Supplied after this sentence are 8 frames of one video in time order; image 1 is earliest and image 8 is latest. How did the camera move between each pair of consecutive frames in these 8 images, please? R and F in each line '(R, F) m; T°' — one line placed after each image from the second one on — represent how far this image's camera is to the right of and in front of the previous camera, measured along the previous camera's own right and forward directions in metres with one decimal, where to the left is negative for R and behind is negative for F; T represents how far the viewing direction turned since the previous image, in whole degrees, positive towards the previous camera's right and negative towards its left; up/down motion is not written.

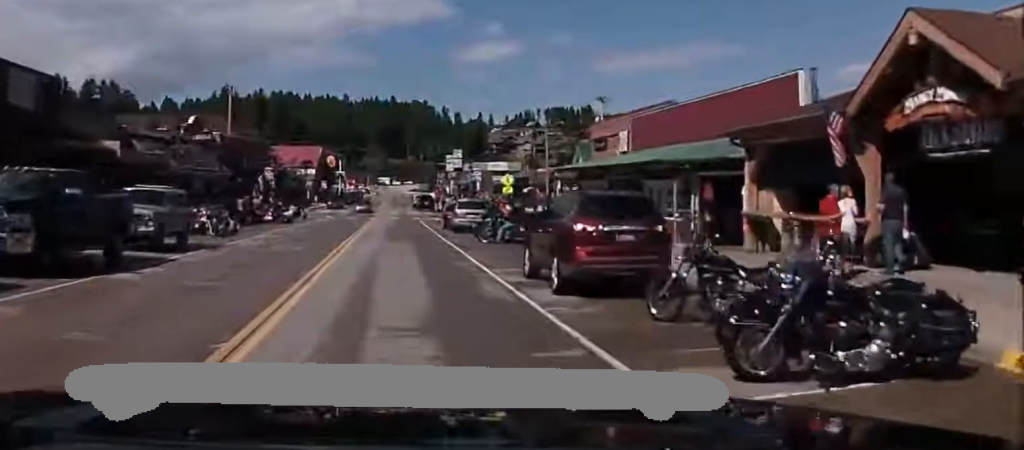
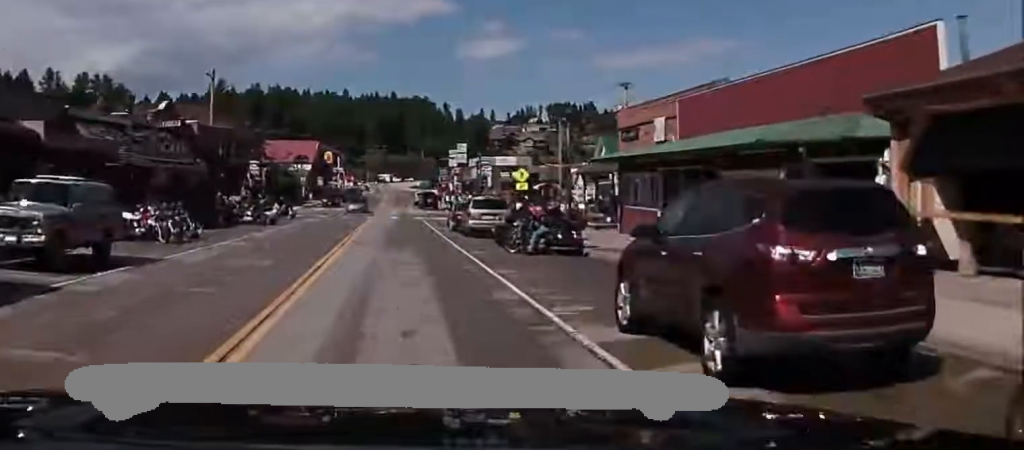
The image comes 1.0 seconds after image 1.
(0.0, +6.8) m; 0°
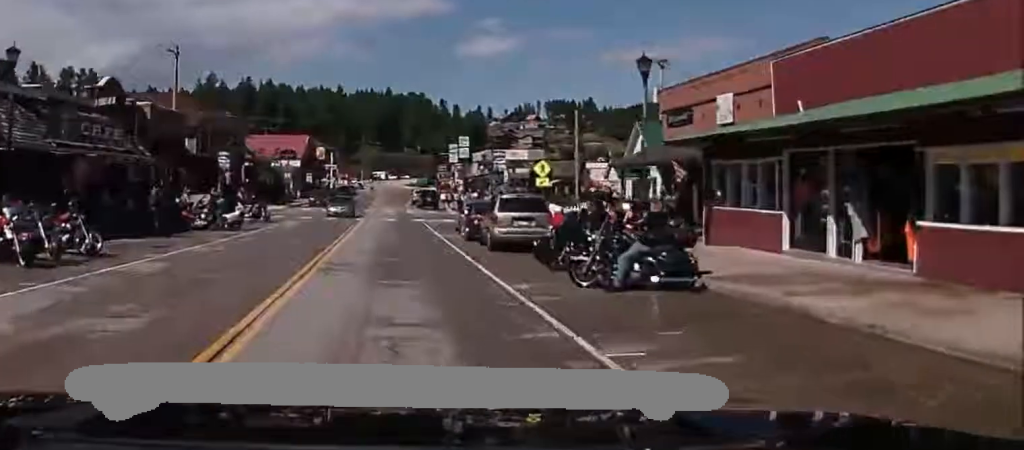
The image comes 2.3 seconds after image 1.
(0.0, +9.6) m; 0°
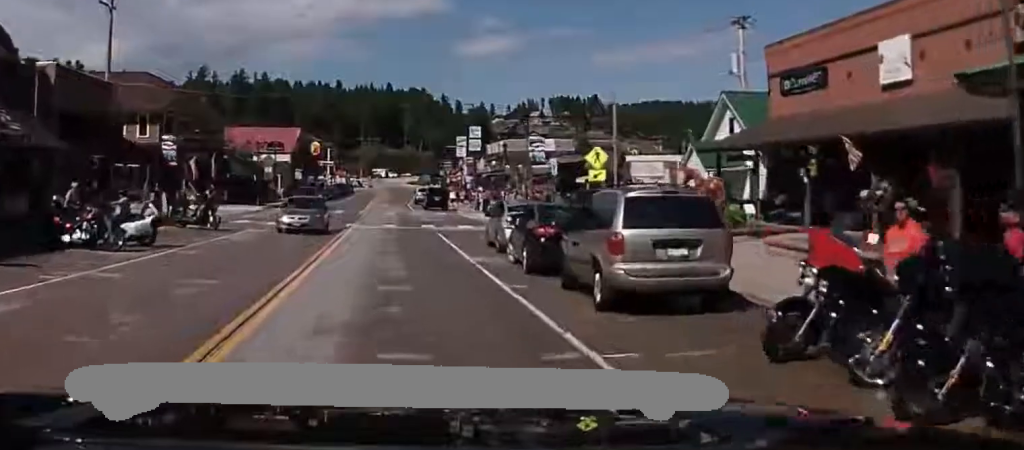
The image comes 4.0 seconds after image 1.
(0.0, +13.4) m; 0°
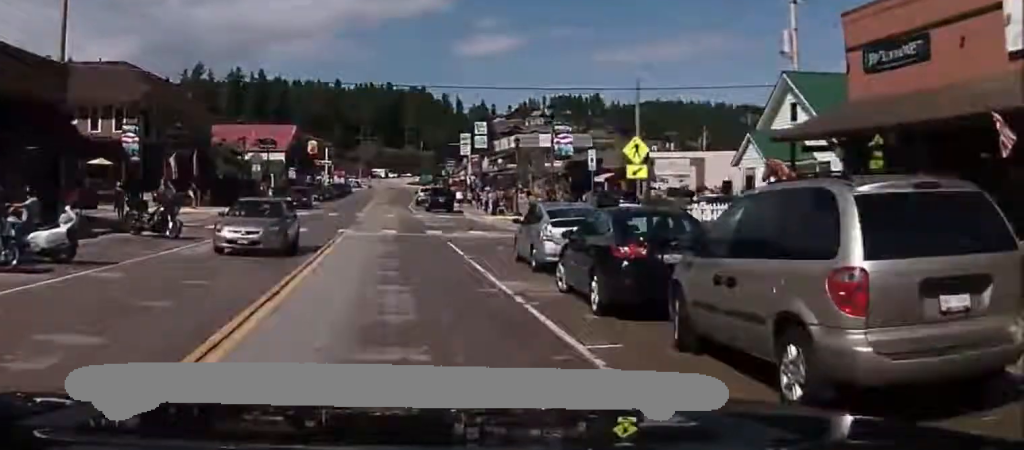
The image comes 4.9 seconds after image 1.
(0.0, +6.4) m; 0°
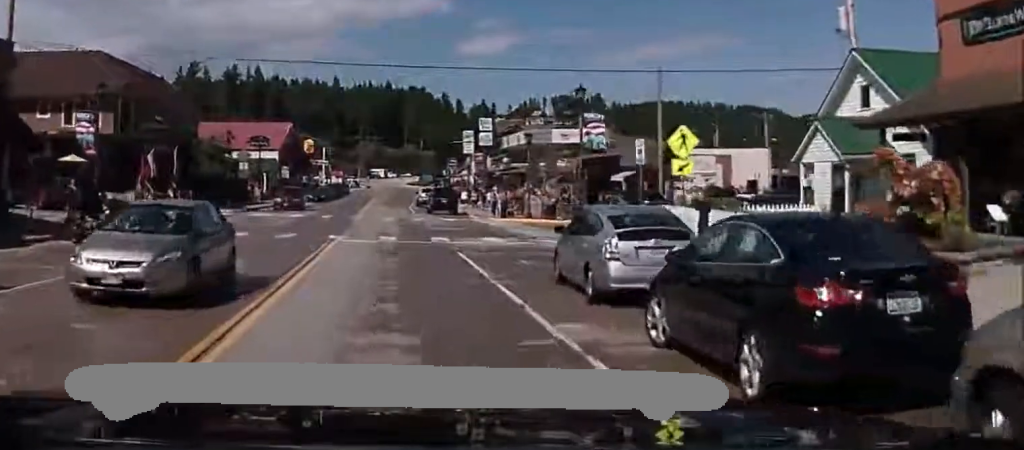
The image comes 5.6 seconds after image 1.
(0.0, +5.4) m; 0°
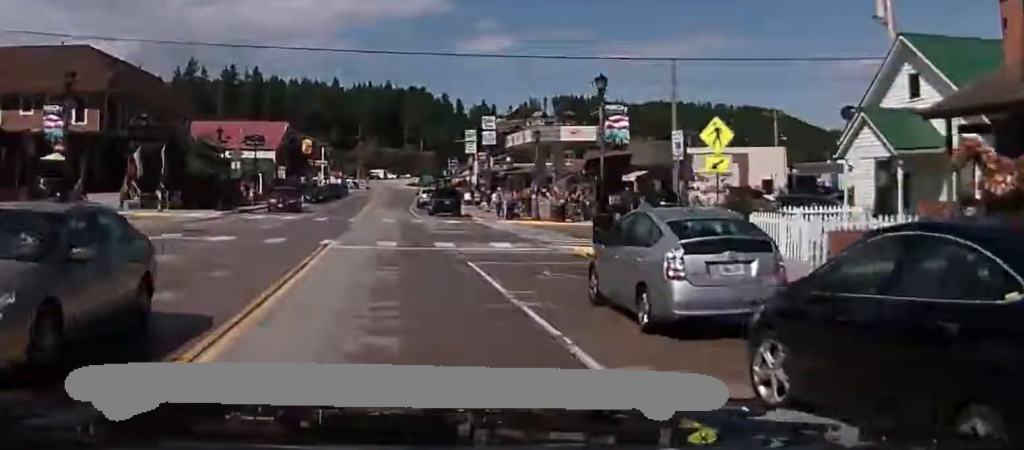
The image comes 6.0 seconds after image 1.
(0.0, +2.9) m; 0°
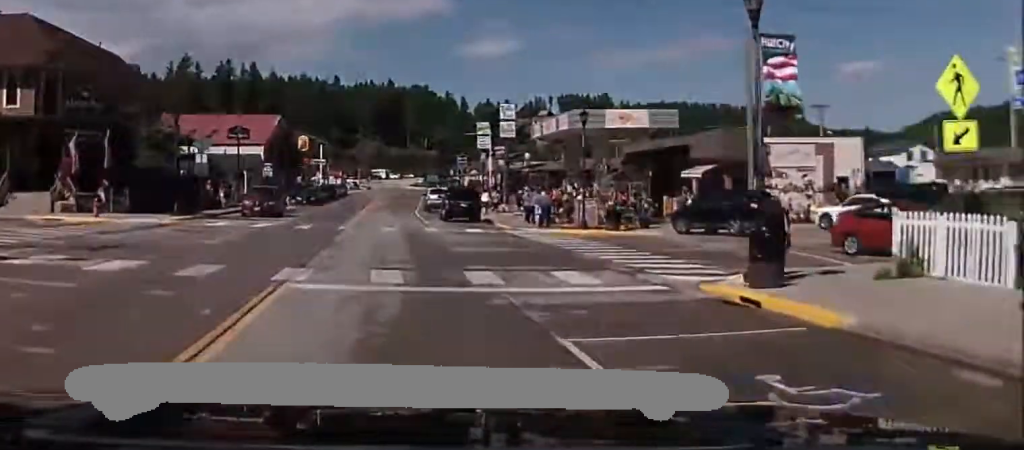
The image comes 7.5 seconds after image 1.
(0.0, +11.1) m; 0°
